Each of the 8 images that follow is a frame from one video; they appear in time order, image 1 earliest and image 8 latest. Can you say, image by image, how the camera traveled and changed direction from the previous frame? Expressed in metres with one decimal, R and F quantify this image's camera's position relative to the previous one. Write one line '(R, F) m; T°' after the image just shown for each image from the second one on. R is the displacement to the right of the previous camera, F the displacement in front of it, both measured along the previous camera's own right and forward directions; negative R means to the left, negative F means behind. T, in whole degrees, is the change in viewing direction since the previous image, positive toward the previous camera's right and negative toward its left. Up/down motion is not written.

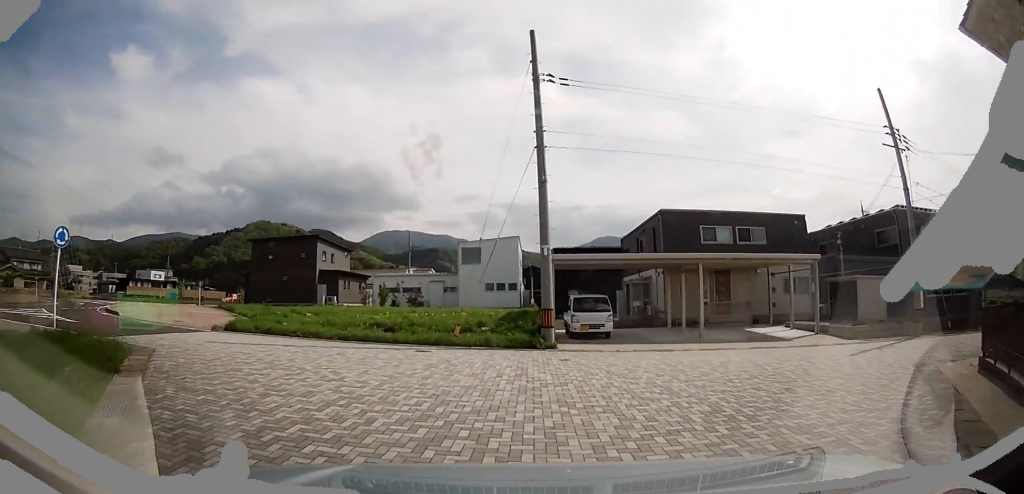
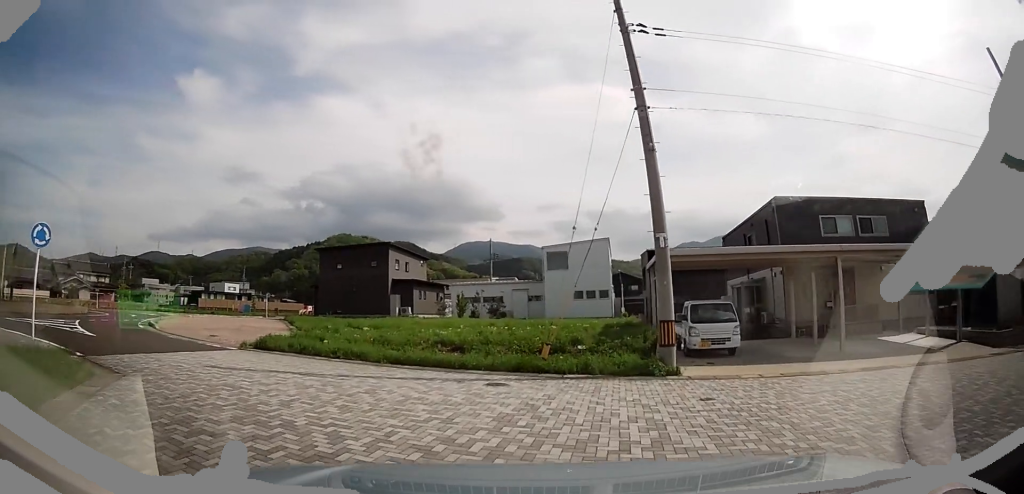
(-0.7, +4.3) m; -17°
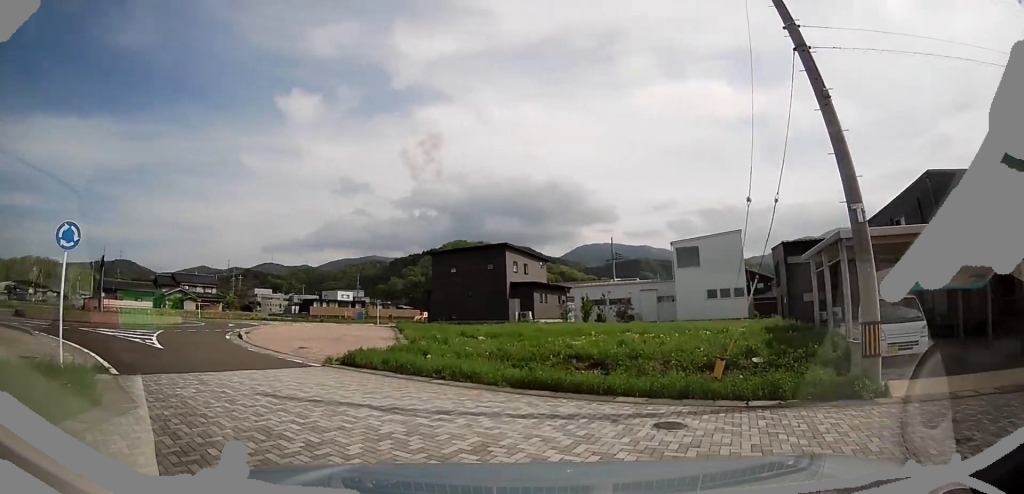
(-0.2, +3.0) m; -25°
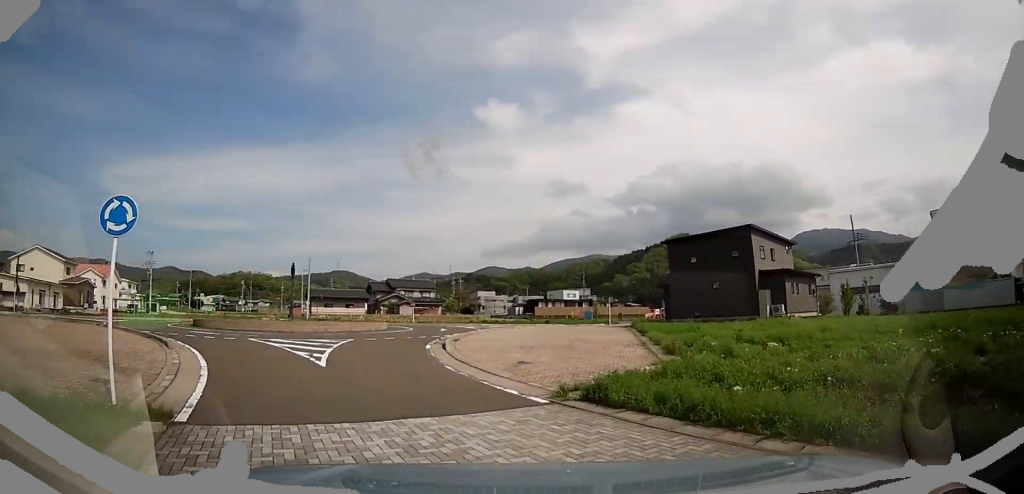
(-0.9, +4.2) m; -12°
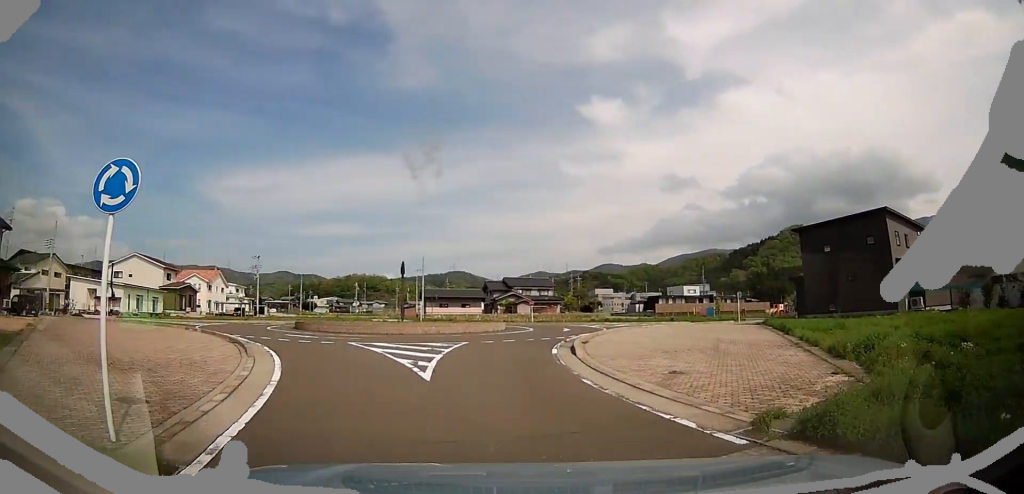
(-0.1, +2.1) m; -11°
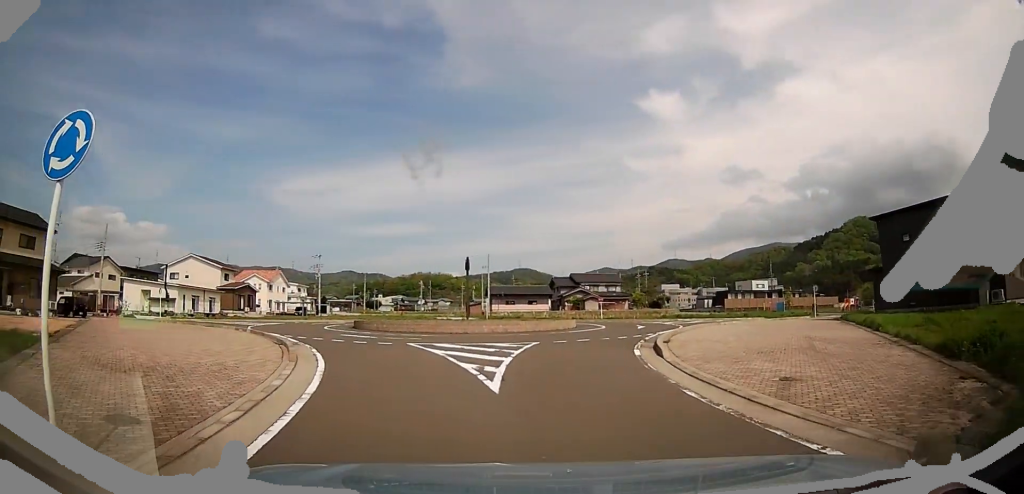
(-0.4, +1.7) m; -12°
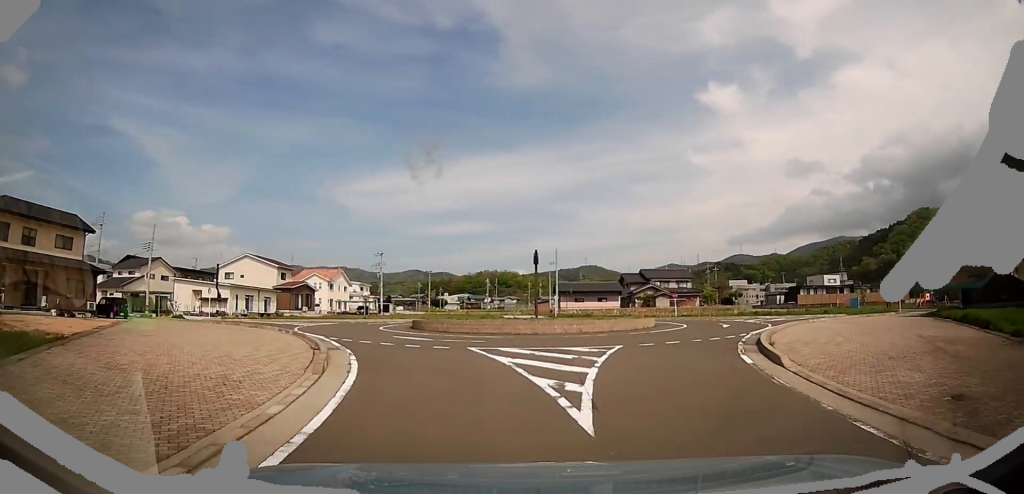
(-0.2, +2.6) m; -16°
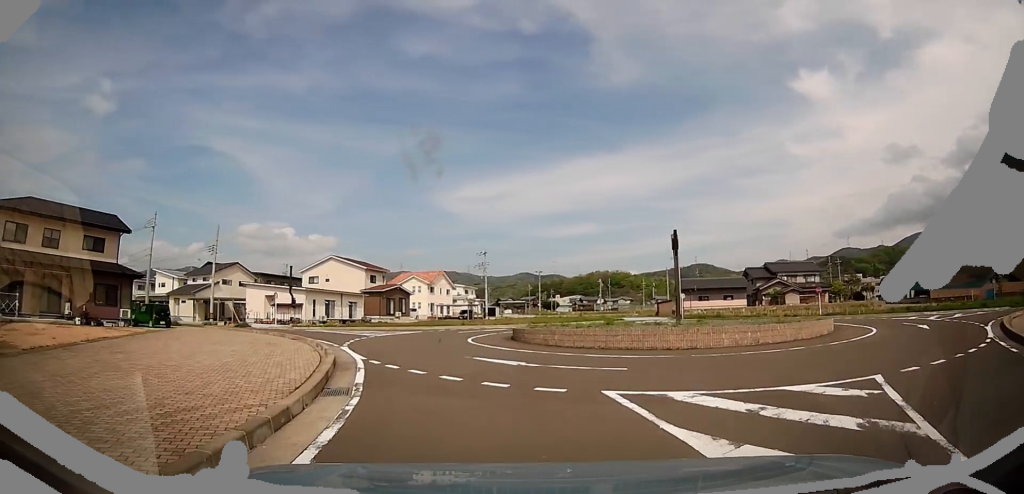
(-1.8, +6.6) m; -9°
